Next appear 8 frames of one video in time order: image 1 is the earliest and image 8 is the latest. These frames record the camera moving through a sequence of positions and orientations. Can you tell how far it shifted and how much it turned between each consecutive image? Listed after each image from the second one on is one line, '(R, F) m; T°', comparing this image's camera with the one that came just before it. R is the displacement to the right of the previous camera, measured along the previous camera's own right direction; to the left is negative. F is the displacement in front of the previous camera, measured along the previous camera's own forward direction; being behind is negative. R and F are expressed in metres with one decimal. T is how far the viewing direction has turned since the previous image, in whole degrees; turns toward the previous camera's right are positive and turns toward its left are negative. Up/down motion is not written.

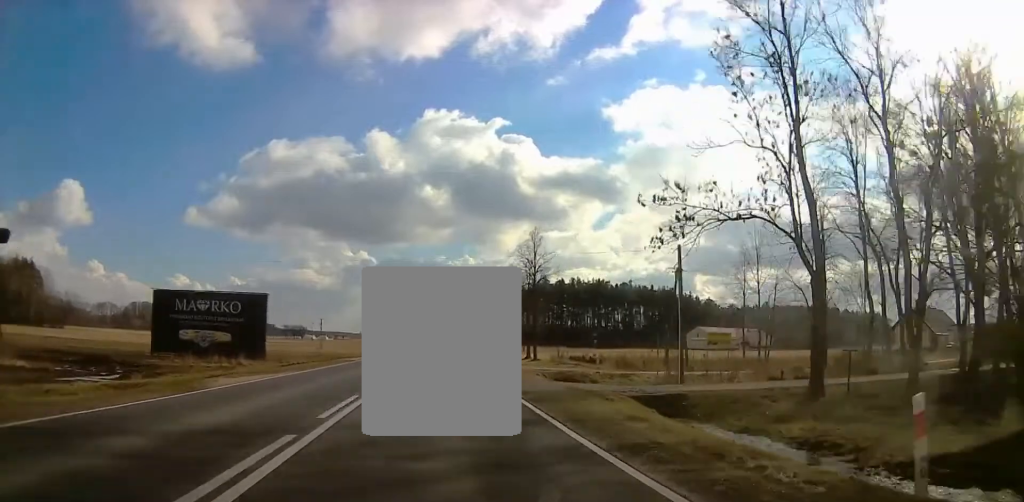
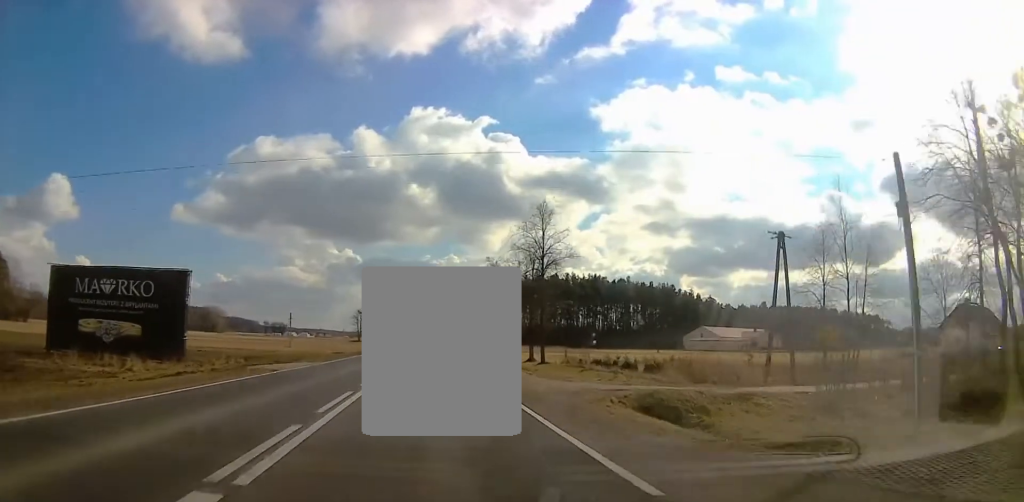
(-0.7, +17.4) m; +1°
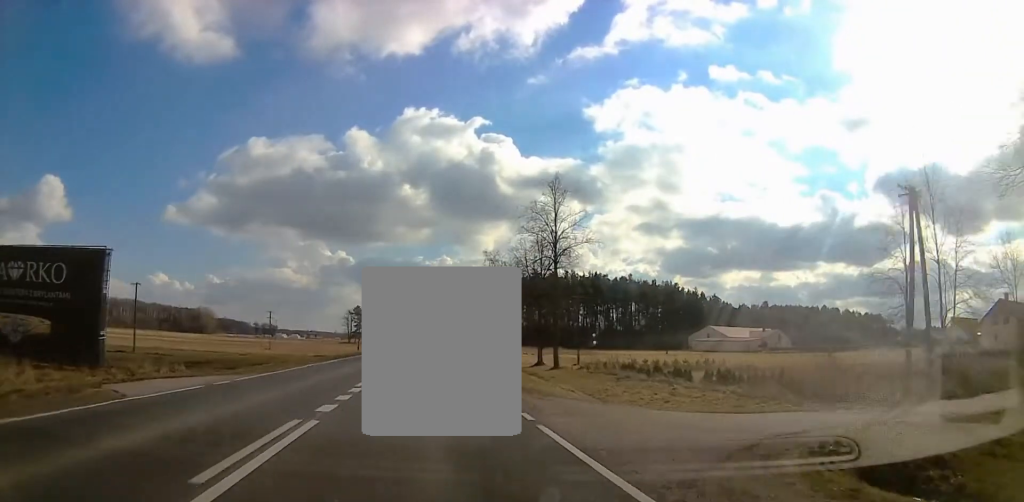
(+0.8, +11.2) m; +1°
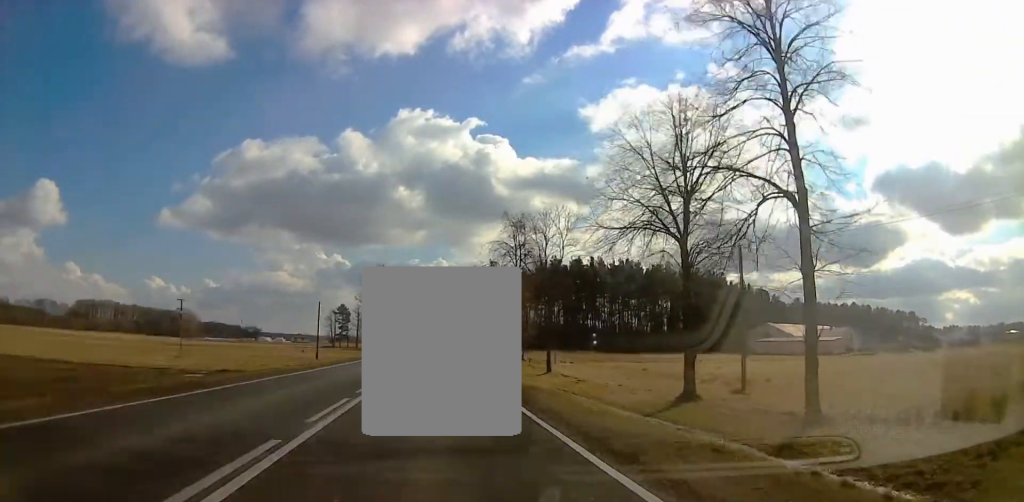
(+0.1, +41.7) m; +1°
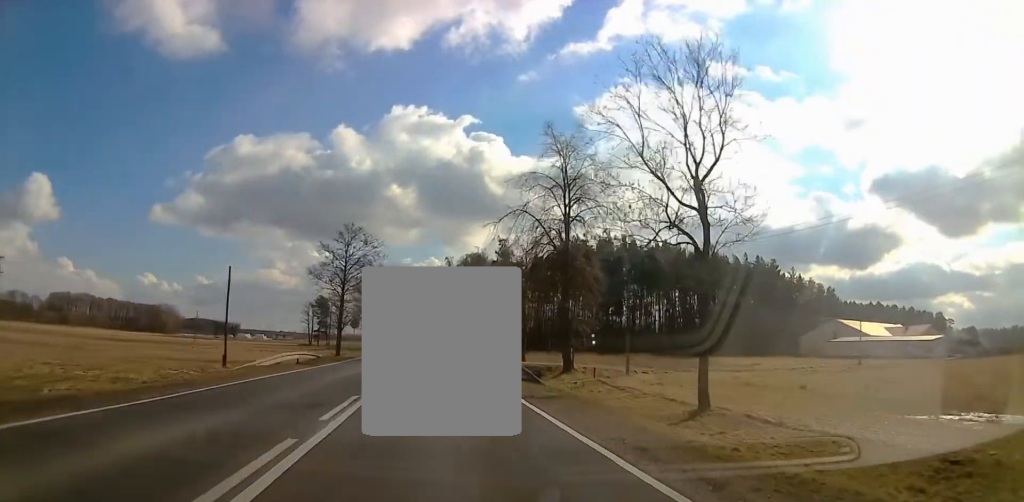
(+1.9, +35.7) m; +3°
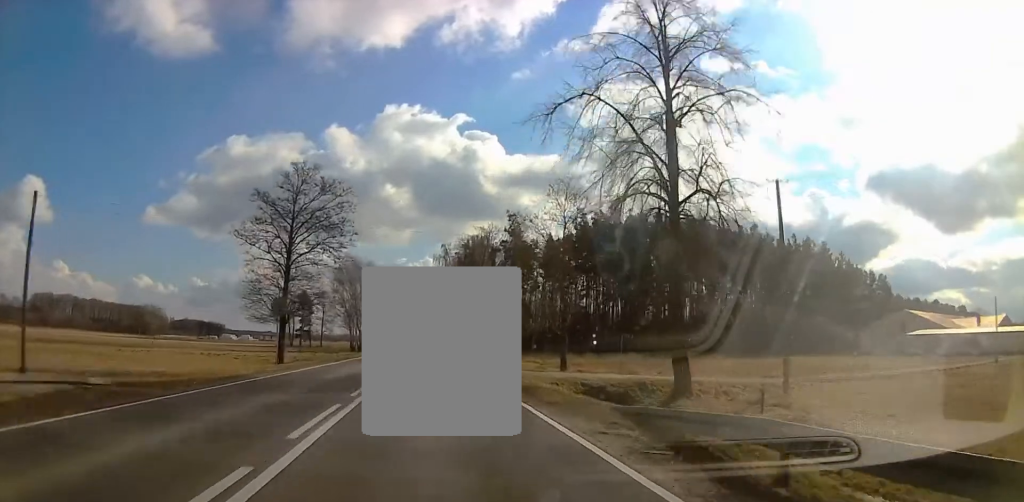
(-0.1, +25.7) m; -1°
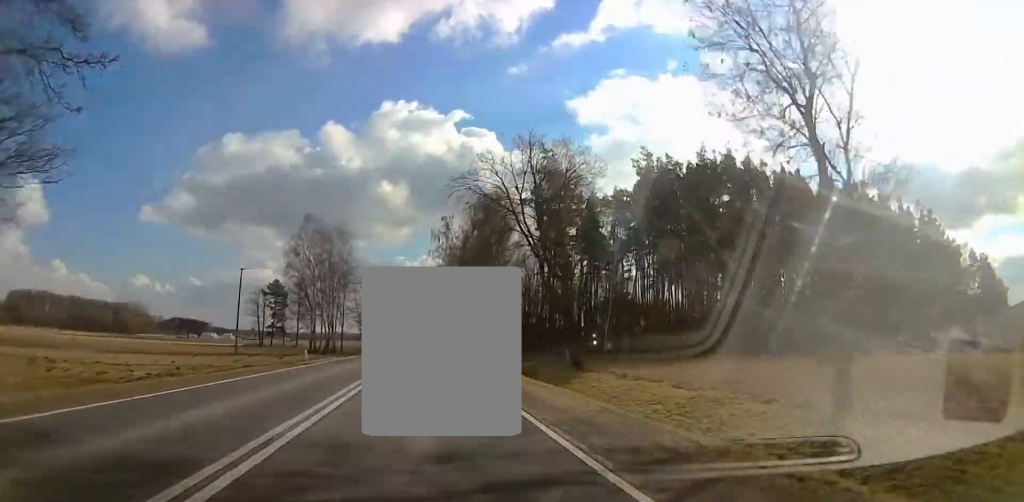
(-0.4, +37.1) m; -1°
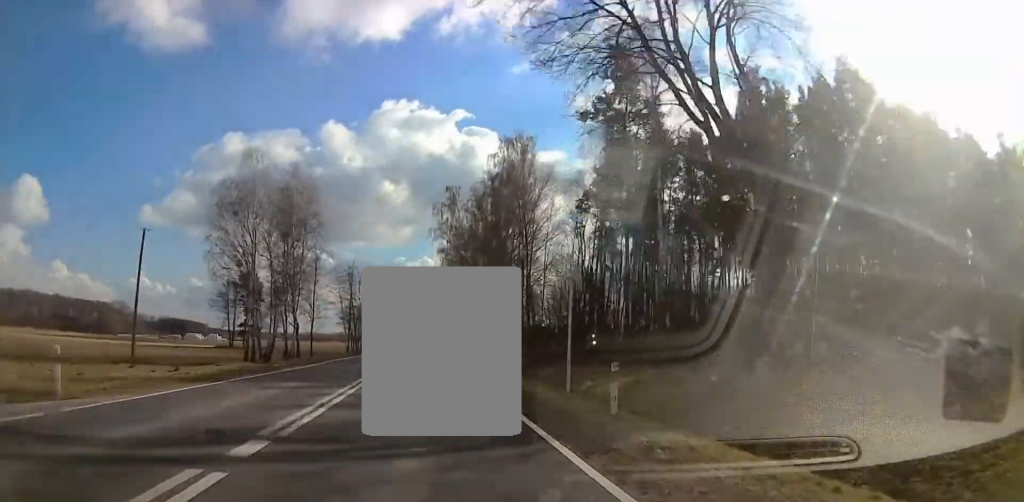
(-0.1, +26.5) m; 0°
